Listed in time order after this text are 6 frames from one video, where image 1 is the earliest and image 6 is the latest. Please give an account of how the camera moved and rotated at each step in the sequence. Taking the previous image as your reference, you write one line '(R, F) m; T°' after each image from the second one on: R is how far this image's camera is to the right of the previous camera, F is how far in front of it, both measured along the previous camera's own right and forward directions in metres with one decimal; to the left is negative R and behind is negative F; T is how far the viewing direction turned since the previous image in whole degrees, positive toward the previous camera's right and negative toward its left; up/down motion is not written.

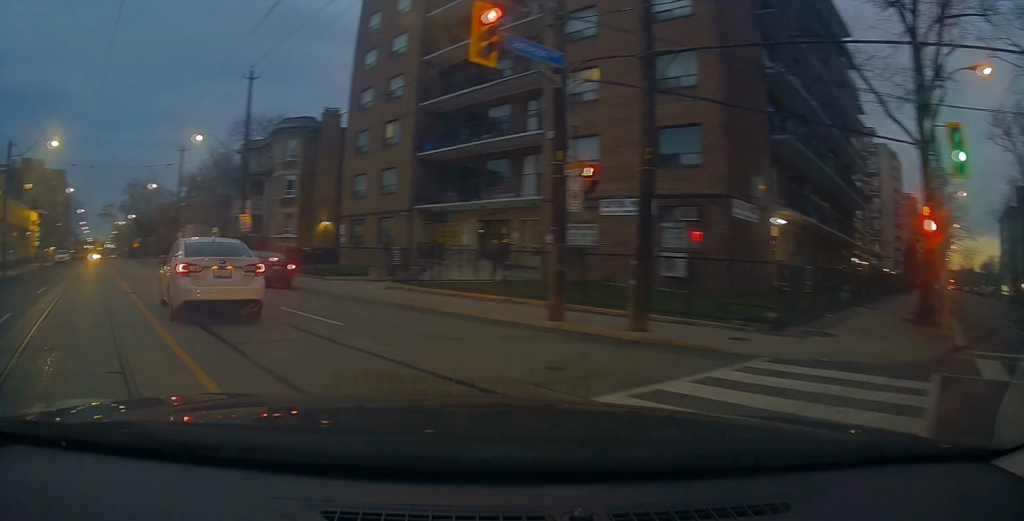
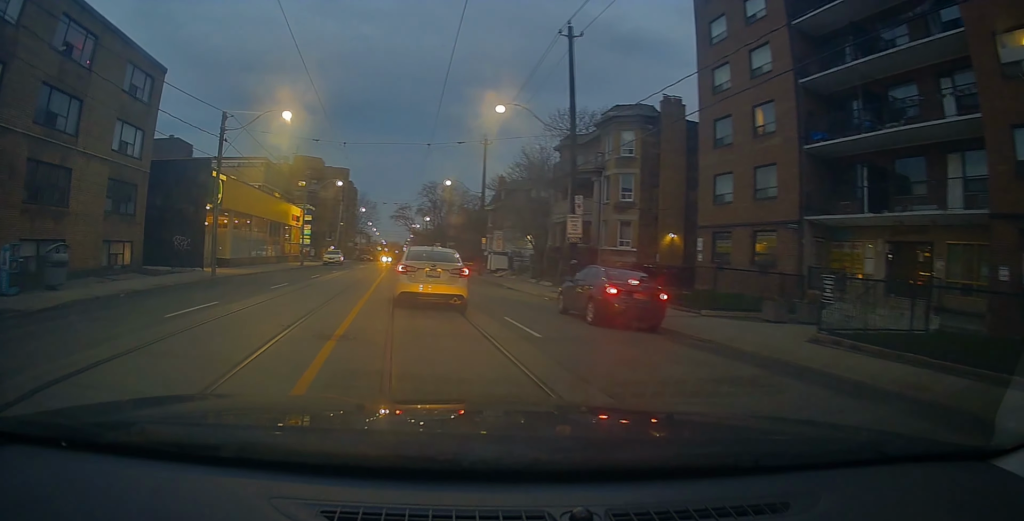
(-2.3, +6.9) m; -30°
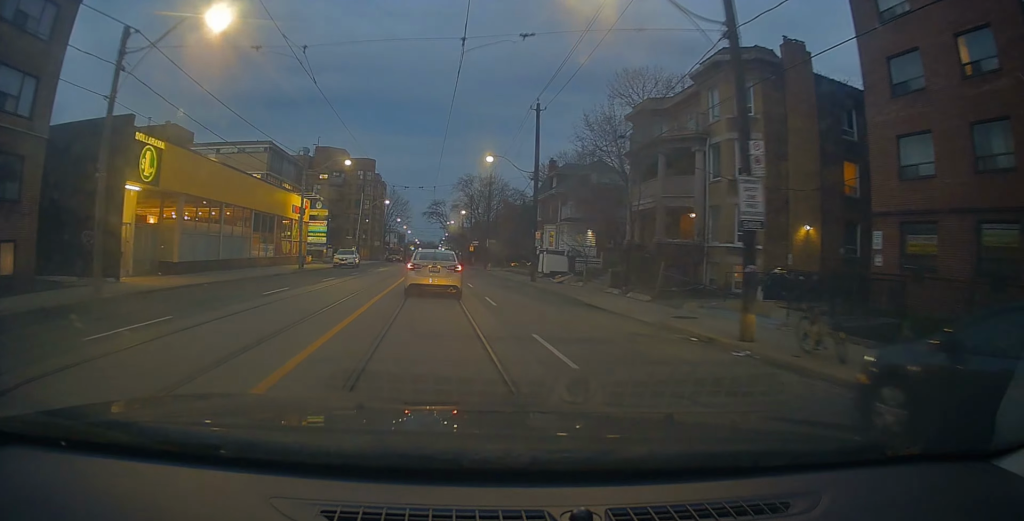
(-1.5, +10.3) m; -10°
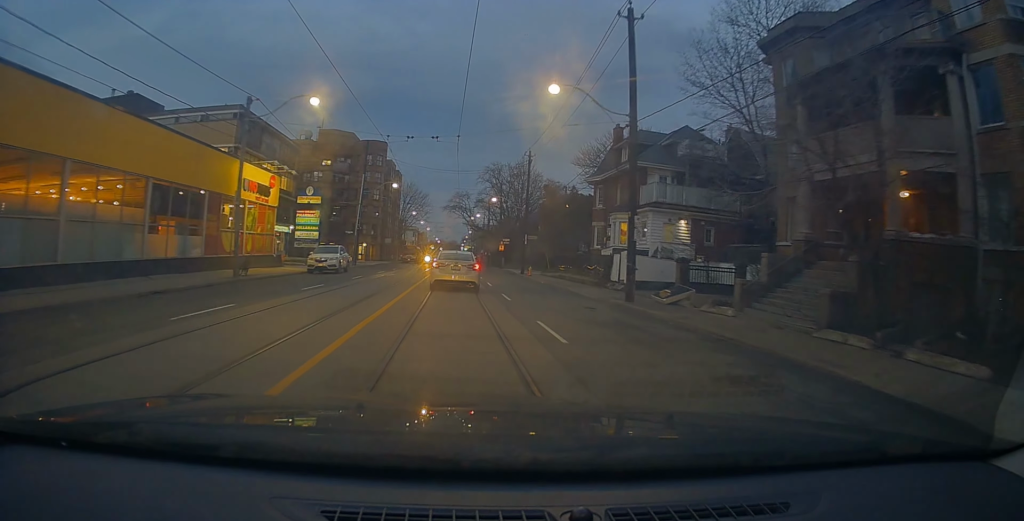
(0.0, +14.1) m; 0°
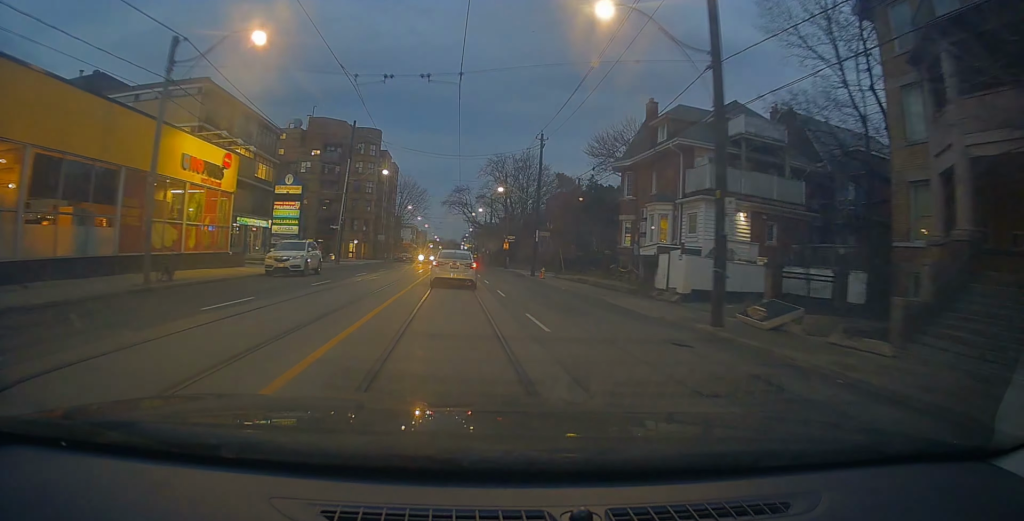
(+0.3, +7.0) m; -2°
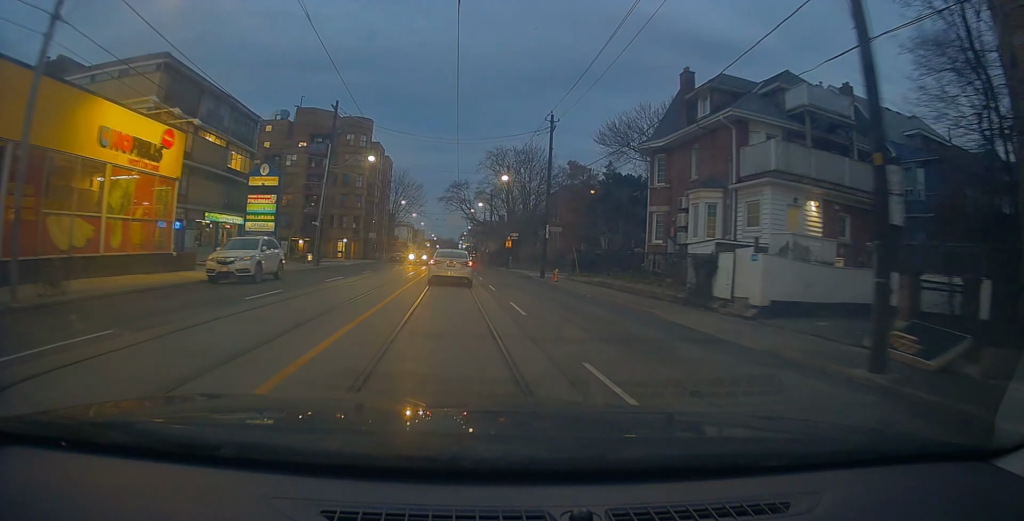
(-0.4, +6.0) m; 0°
